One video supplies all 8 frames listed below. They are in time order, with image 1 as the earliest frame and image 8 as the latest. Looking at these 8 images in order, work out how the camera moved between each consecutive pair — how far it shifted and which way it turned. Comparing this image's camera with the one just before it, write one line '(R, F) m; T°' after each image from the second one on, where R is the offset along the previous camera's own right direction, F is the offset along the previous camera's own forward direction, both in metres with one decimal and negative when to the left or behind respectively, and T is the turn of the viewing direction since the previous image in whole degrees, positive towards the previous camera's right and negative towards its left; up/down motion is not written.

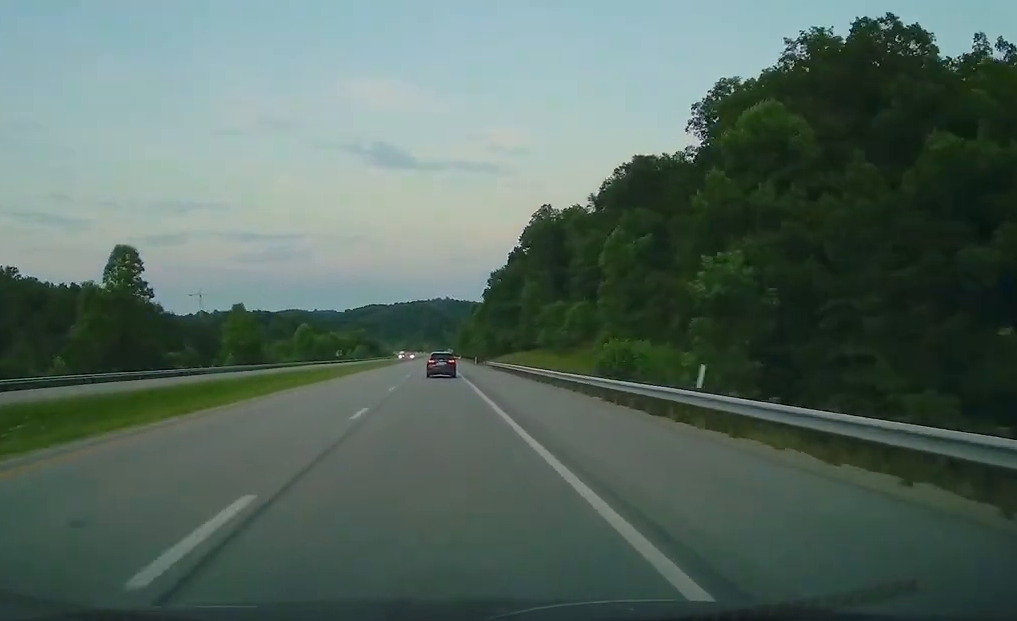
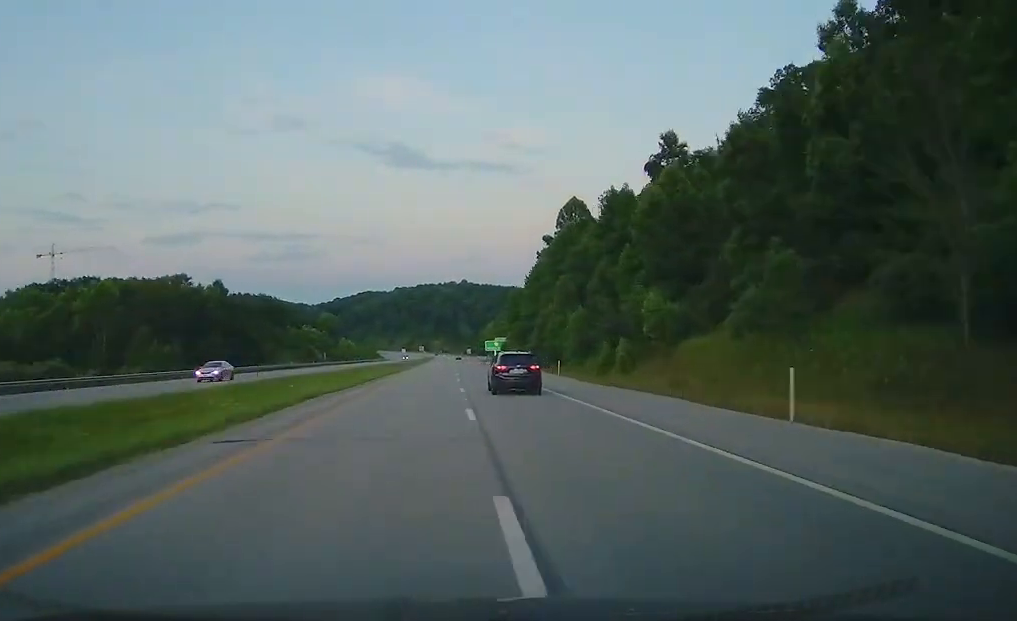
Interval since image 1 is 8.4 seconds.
(-3.3, +299.7) m; 0°
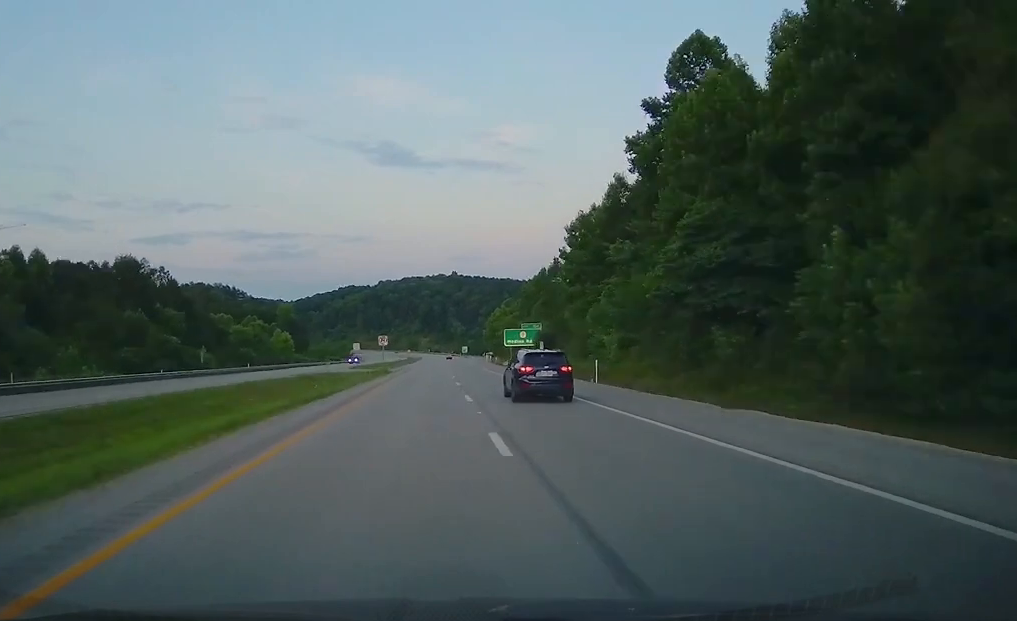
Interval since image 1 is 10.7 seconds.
(+0.6, +80.6) m; 0°
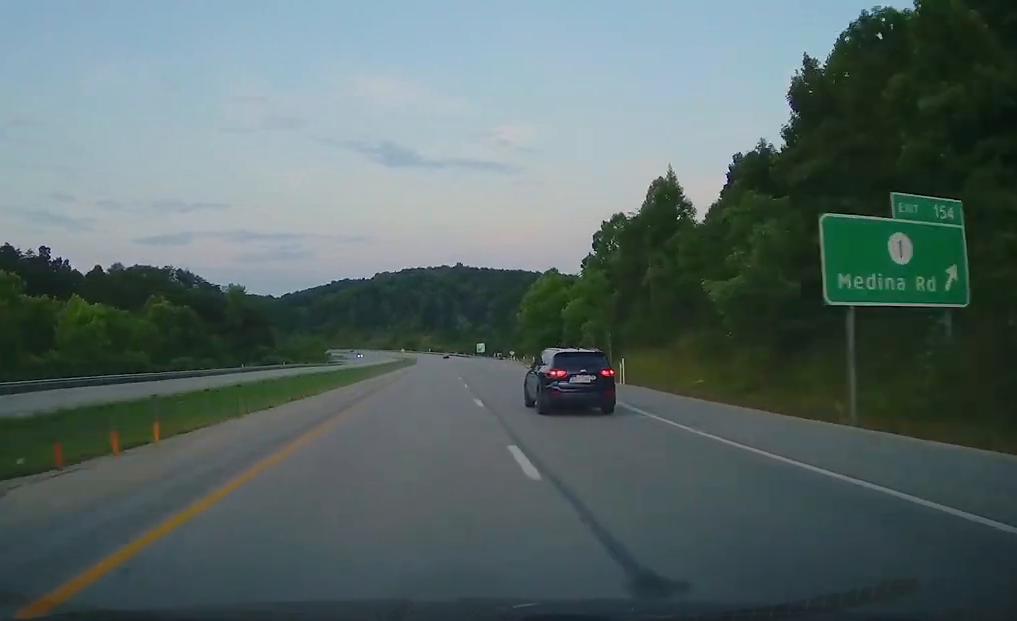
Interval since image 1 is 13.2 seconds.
(+0.1, +89.4) m; 0°
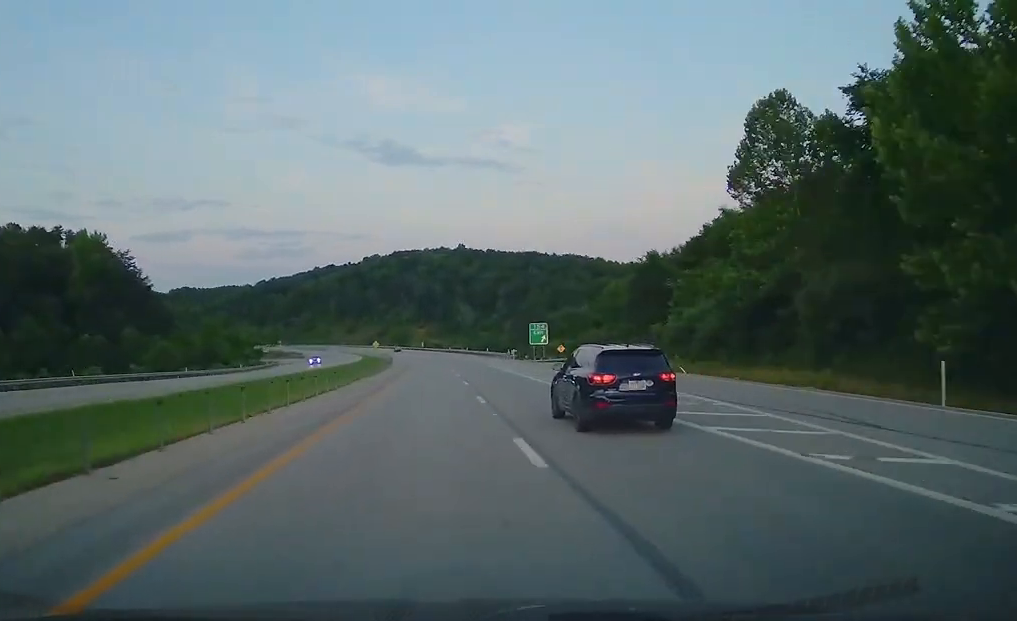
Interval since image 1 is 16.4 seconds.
(-0.6, +112.6) m; -2°
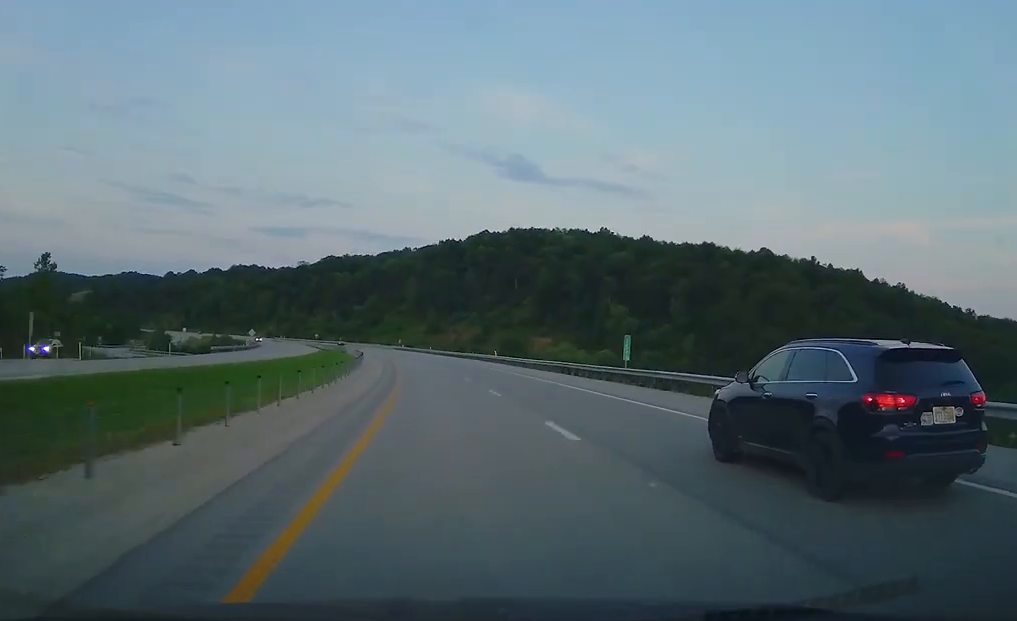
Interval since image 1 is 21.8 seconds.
(-11.8, +186.3) m; -11°
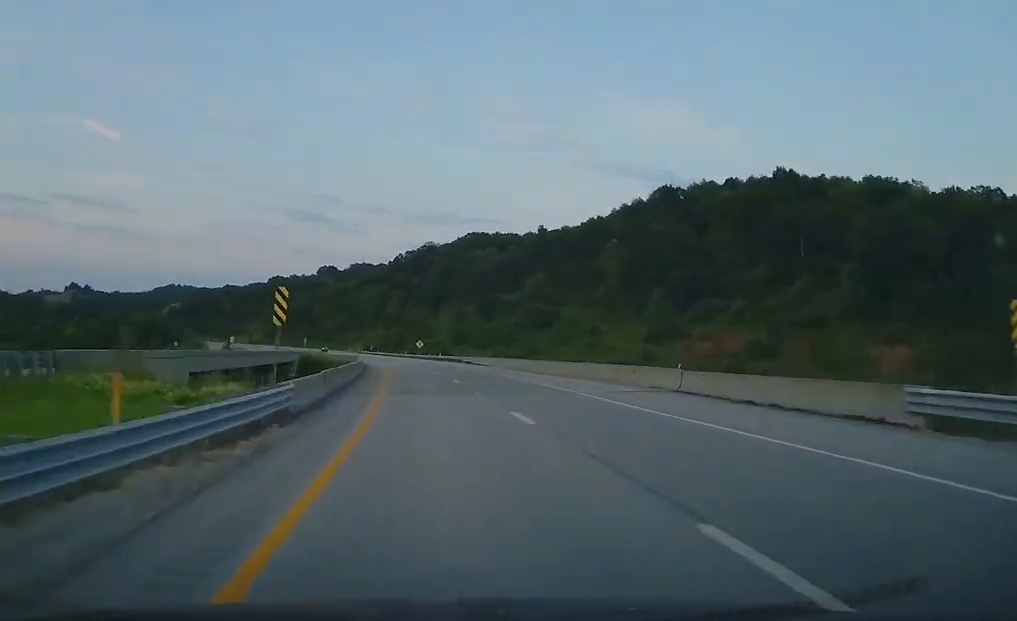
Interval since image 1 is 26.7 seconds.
(-18.1, +172.2) m; -14°
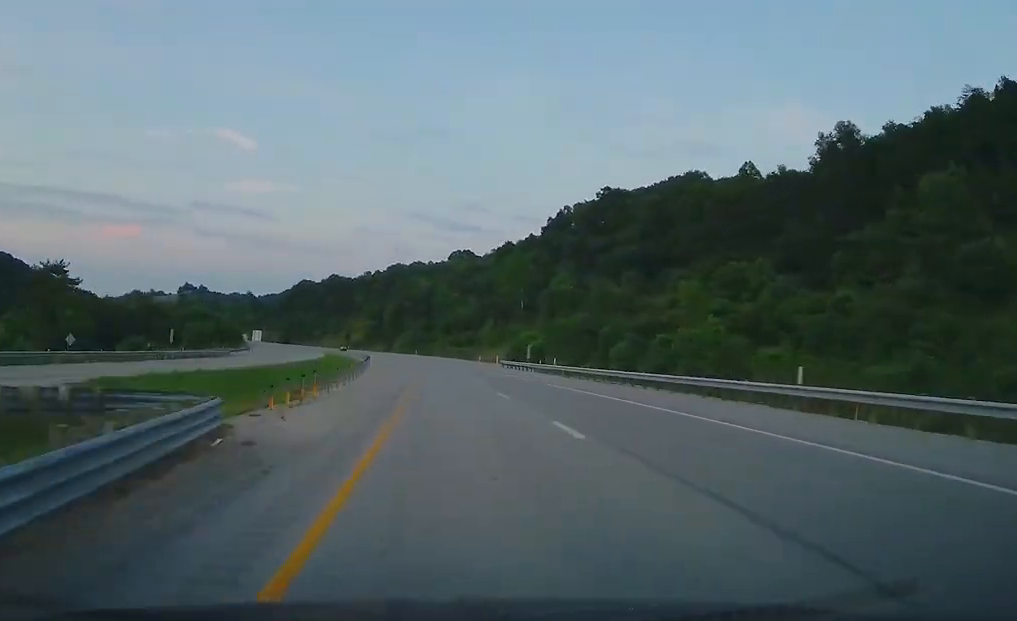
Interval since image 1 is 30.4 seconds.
(-12.4, +131.1) m; -10°
